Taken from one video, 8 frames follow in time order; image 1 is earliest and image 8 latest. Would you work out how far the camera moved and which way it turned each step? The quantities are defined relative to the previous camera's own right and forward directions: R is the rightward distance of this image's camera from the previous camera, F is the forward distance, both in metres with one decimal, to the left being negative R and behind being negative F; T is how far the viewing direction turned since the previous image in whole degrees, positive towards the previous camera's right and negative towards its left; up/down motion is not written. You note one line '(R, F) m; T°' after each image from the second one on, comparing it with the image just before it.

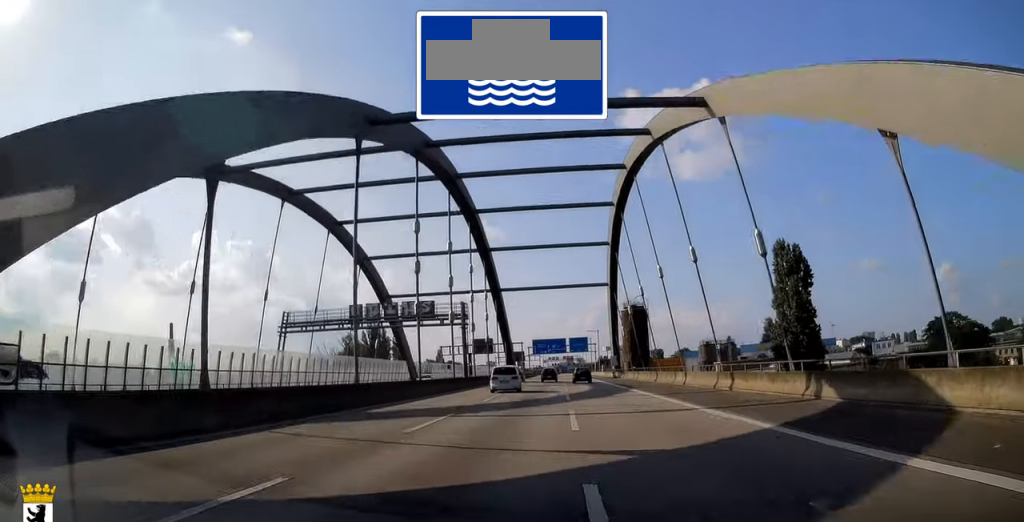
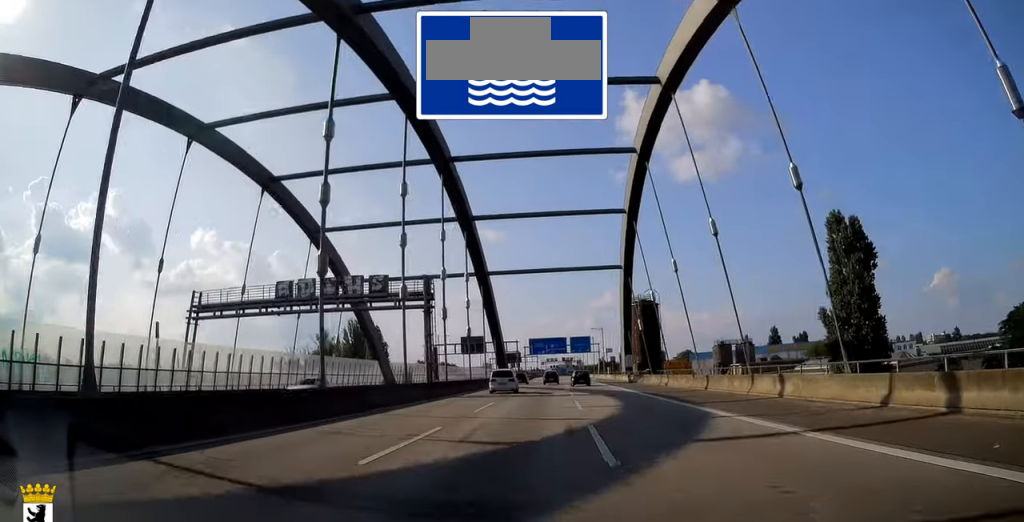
(0.0, +15.0) m; 0°
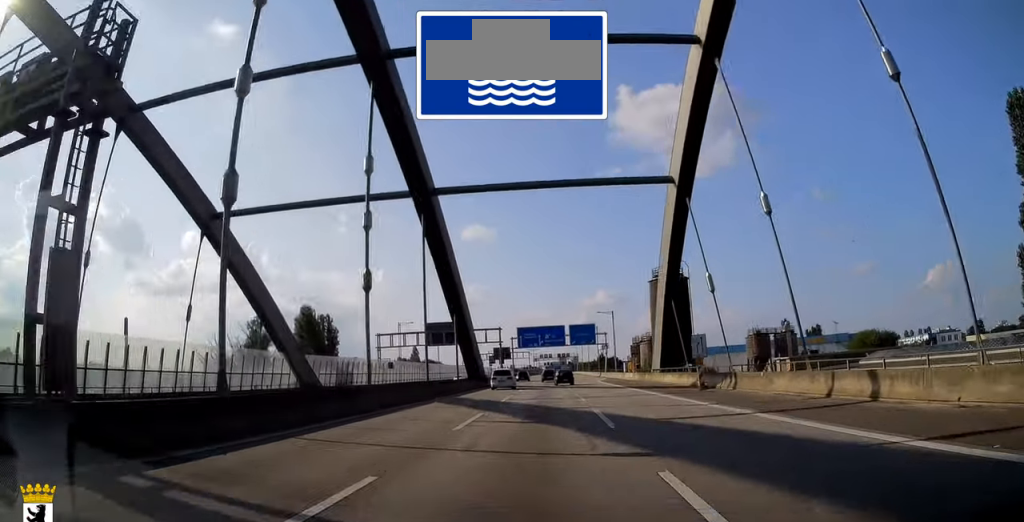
(+0.2, +28.2) m; 0°
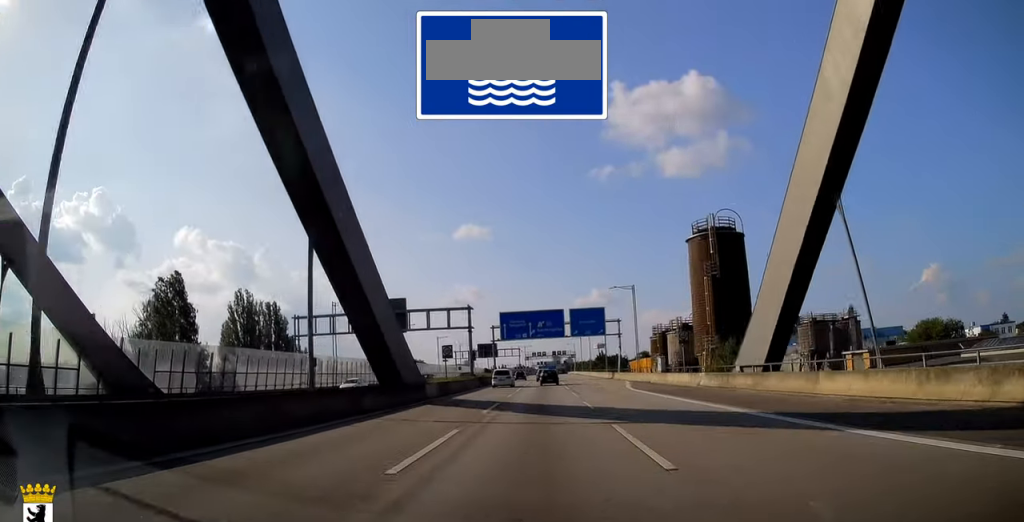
(0.0, +28.8) m; 0°
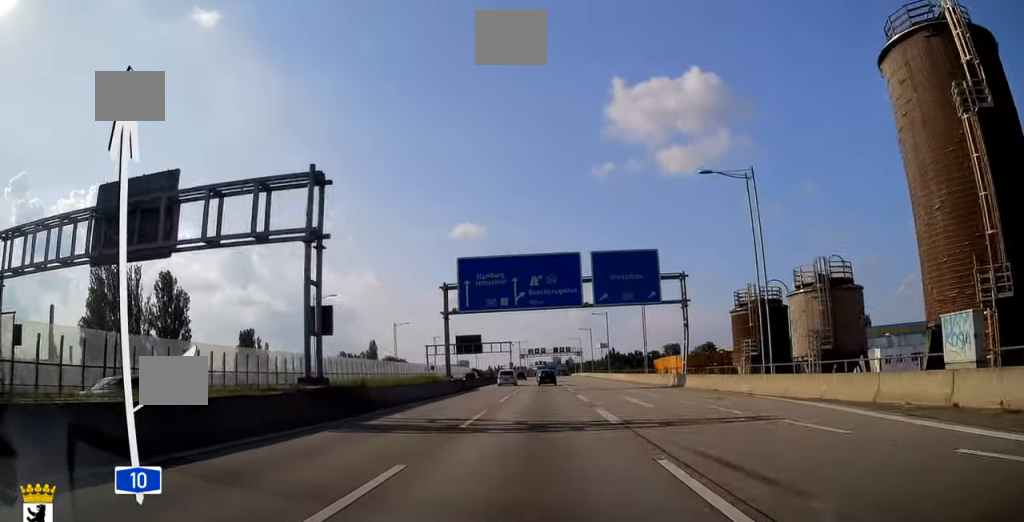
(0.0, +39.3) m; 0°
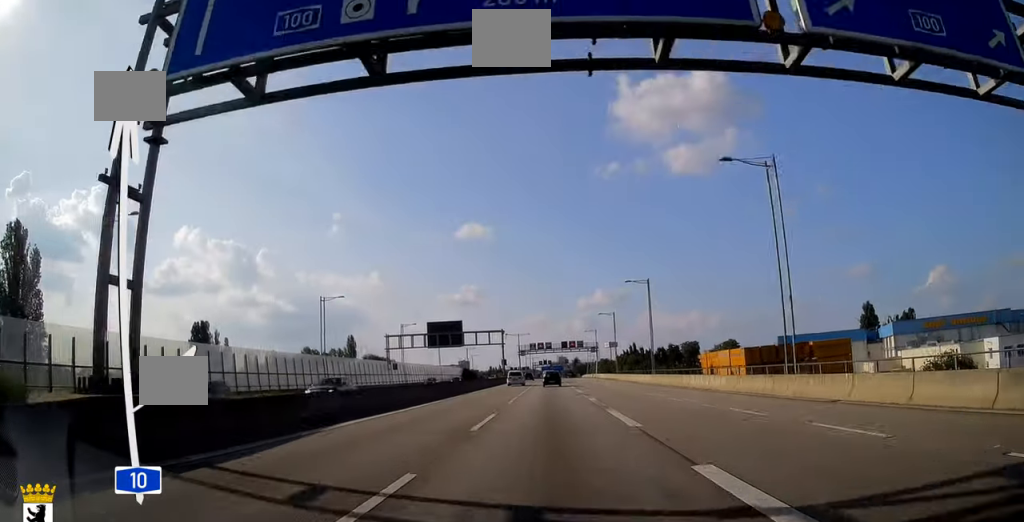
(0.0, +36.0) m; 0°
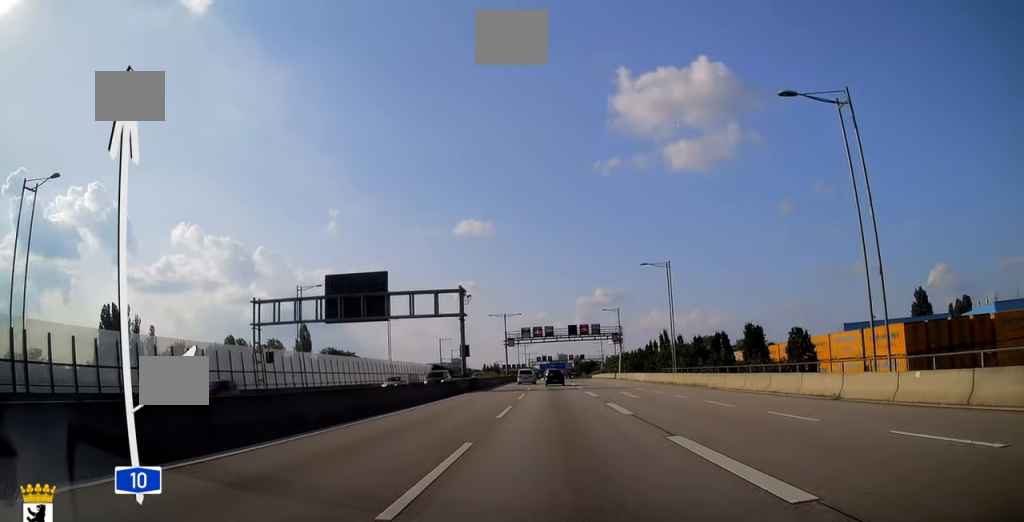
(-0.1, +43.0) m; 0°
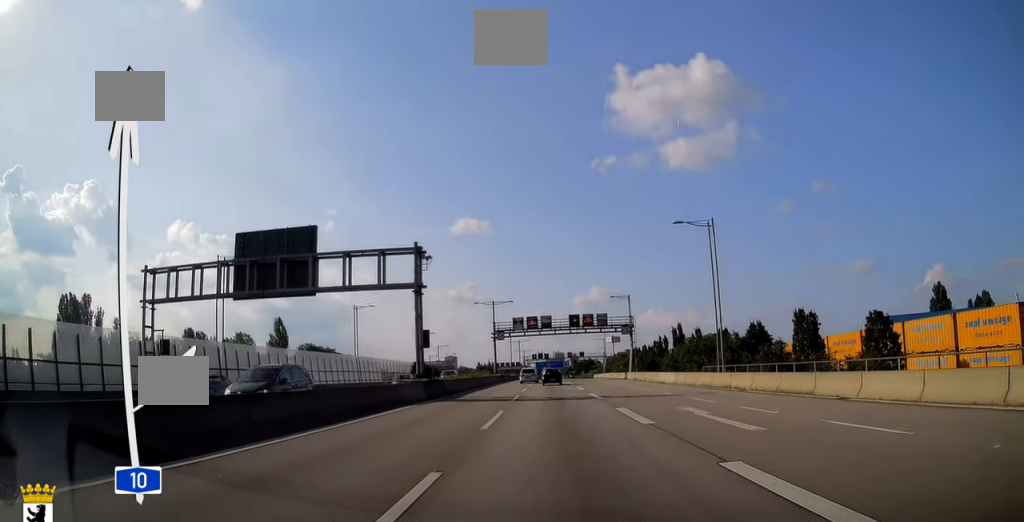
(0.0, +14.6) m; 0°
